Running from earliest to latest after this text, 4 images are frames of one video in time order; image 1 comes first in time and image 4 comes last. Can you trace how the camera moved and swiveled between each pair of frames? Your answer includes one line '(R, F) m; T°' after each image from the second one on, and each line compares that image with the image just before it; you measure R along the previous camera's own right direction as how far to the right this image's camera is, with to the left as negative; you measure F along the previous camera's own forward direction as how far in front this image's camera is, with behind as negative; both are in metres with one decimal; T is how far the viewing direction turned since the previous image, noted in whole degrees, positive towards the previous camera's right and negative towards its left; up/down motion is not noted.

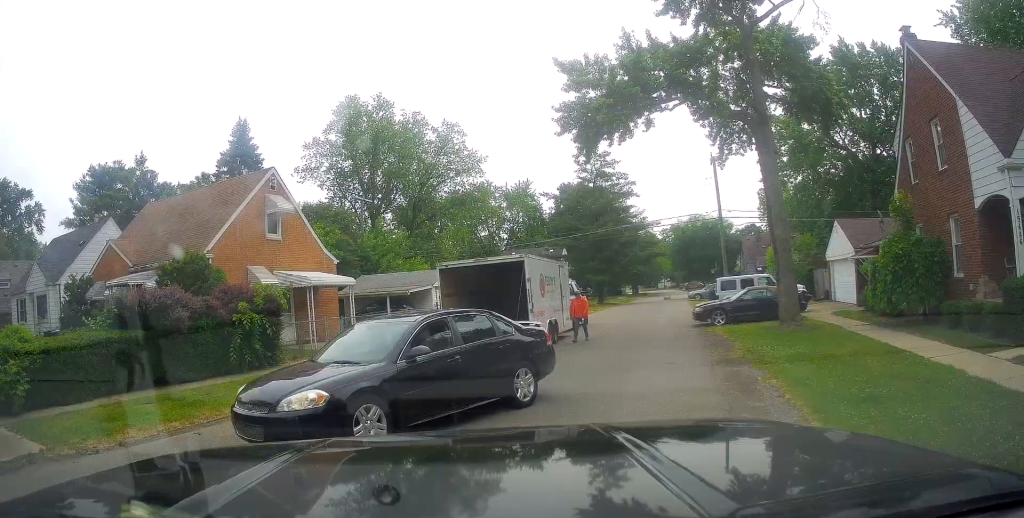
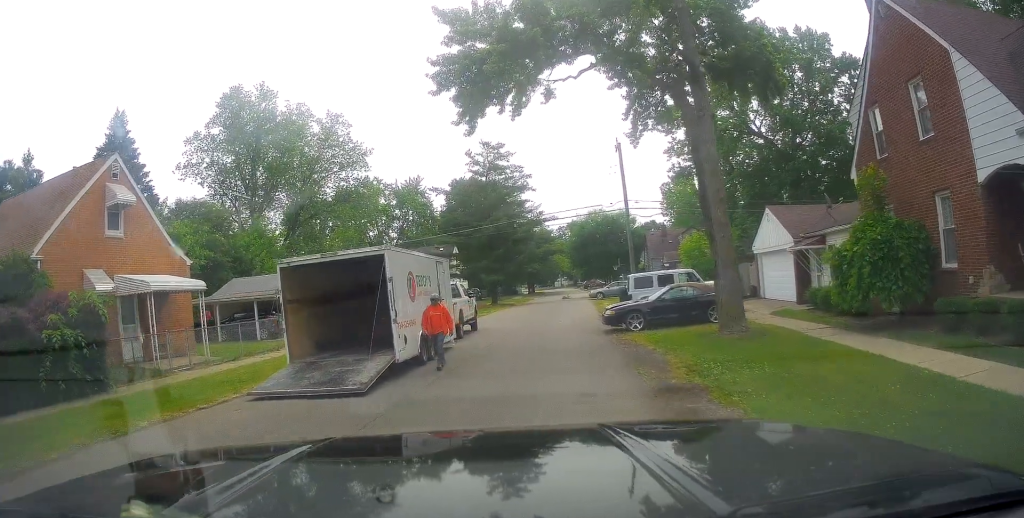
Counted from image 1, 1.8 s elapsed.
(+0.4, +1.1) m; +19°
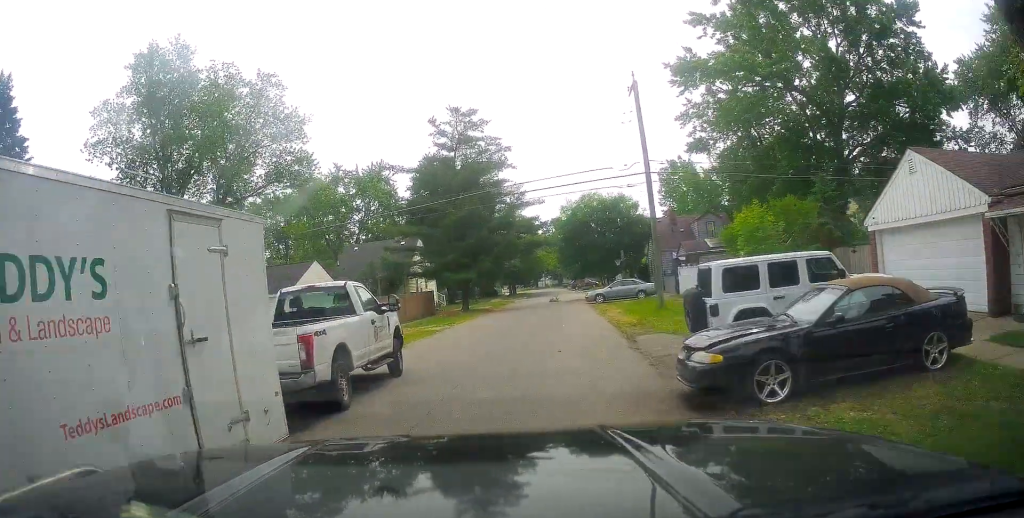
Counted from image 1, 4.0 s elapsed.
(-1.3, +9.3) m; -10°
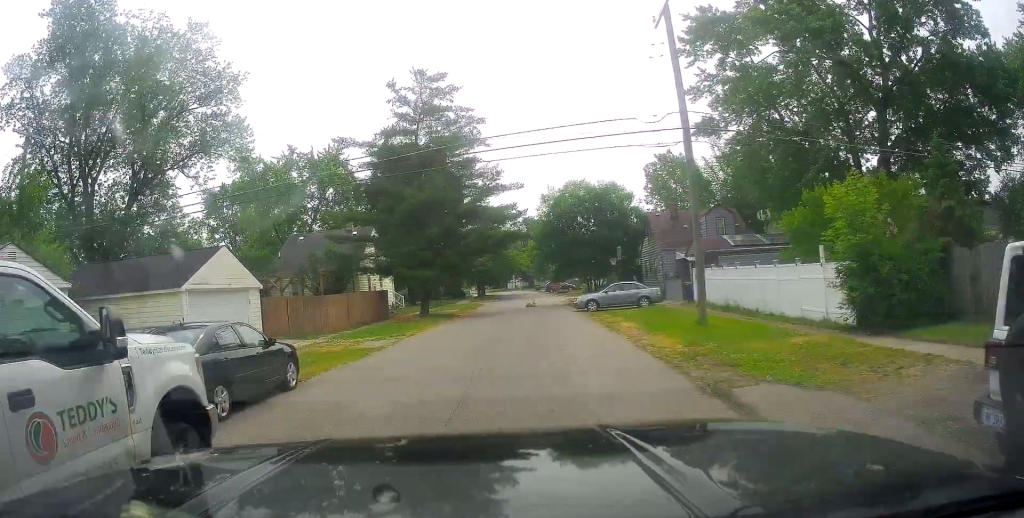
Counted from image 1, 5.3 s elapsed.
(+0.1, +8.5) m; +1°
